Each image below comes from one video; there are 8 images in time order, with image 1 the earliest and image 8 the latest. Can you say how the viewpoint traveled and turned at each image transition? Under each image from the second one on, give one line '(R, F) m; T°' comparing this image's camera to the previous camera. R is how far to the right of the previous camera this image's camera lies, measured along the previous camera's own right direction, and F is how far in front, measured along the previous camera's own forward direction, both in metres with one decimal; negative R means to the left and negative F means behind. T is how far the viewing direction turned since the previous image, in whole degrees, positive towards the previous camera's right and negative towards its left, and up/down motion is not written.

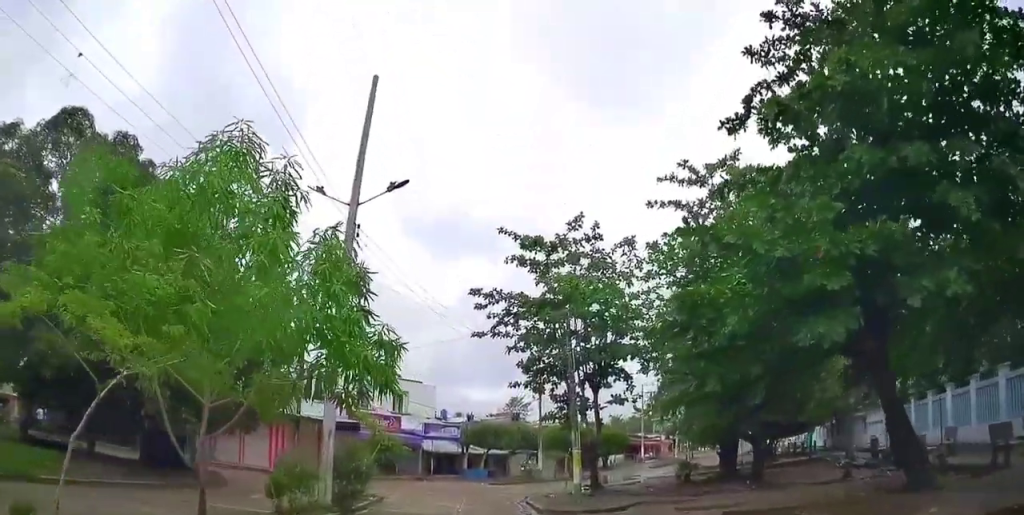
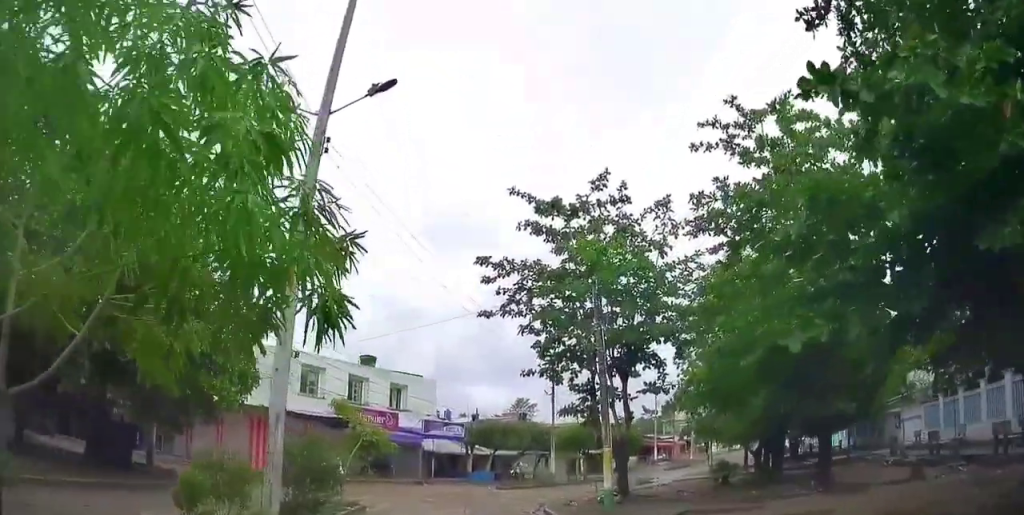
(-0.3, +3.1) m; -3°
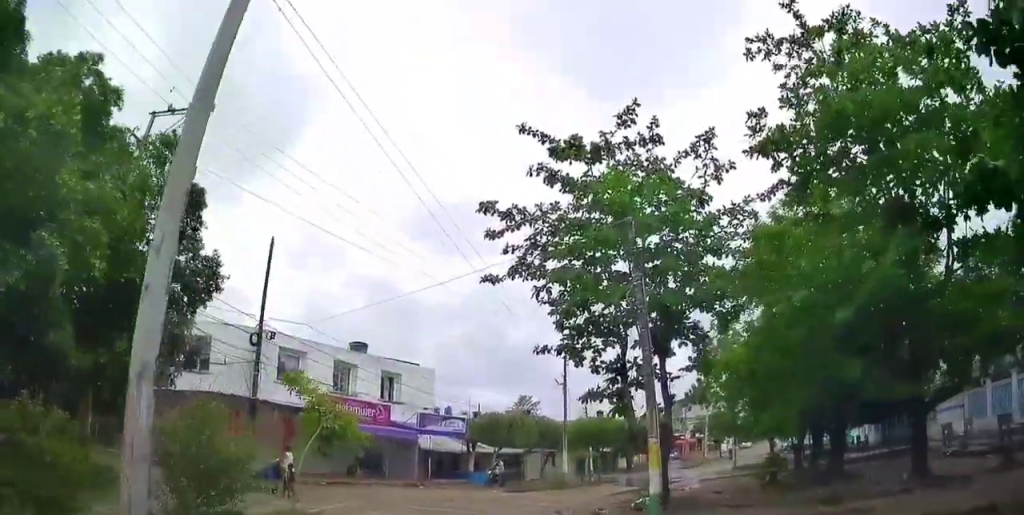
(-0.2, +3.4) m; +2°
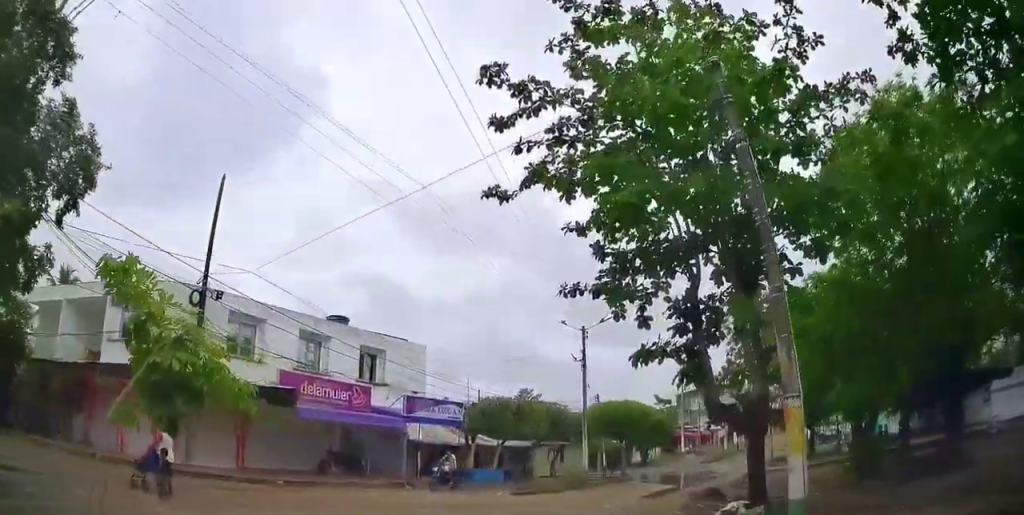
(+0.5, +6.0) m; +1°
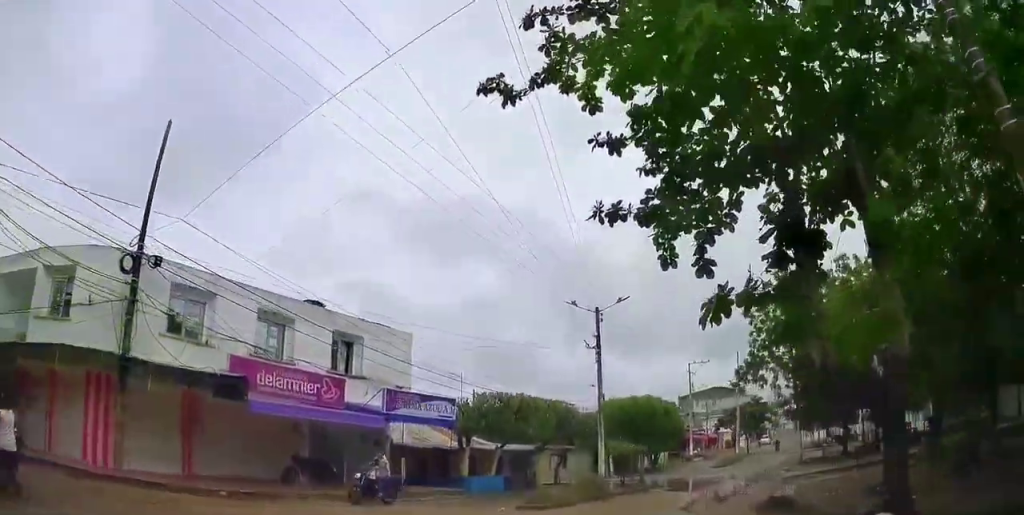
(-0.3, +4.6) m; -2°
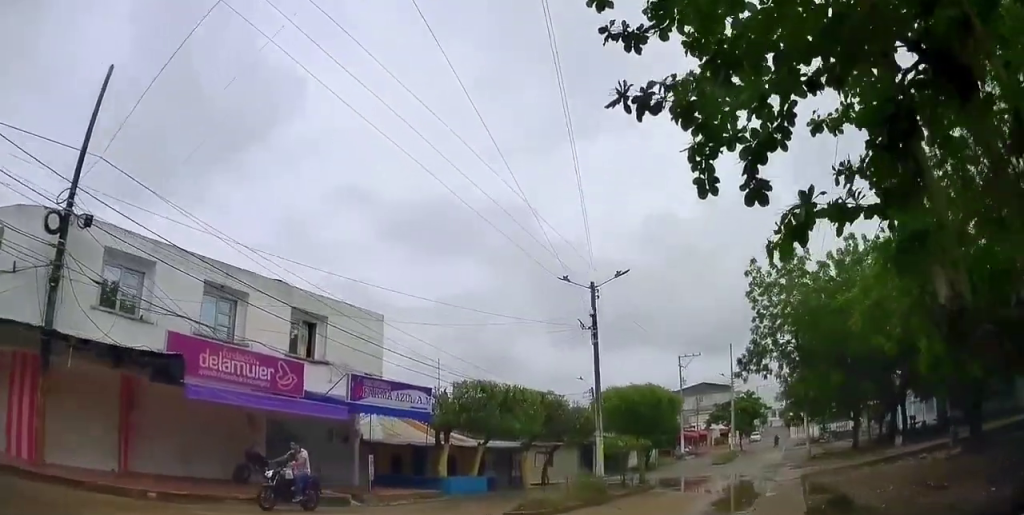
(0.0, +3.2) m; +4°
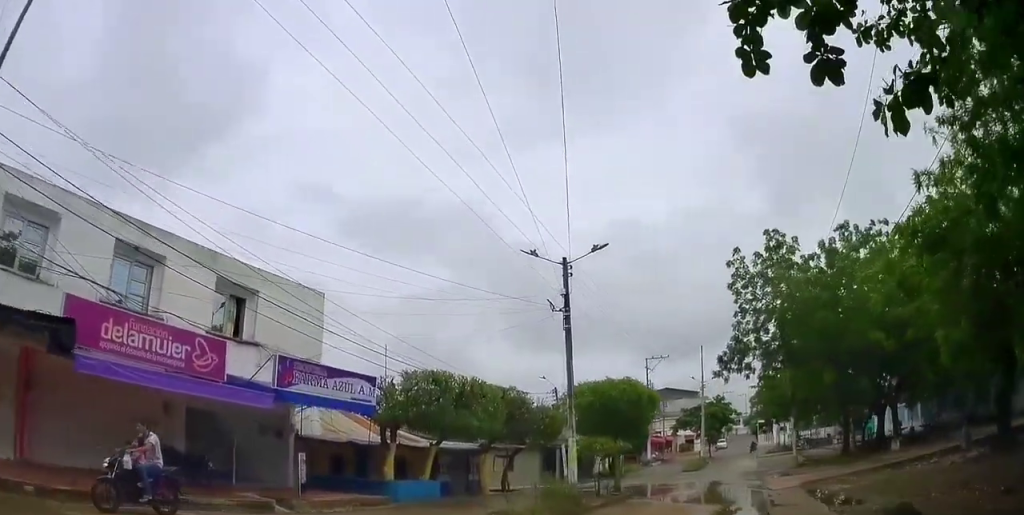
(-0.1, +3.4) m; +5°
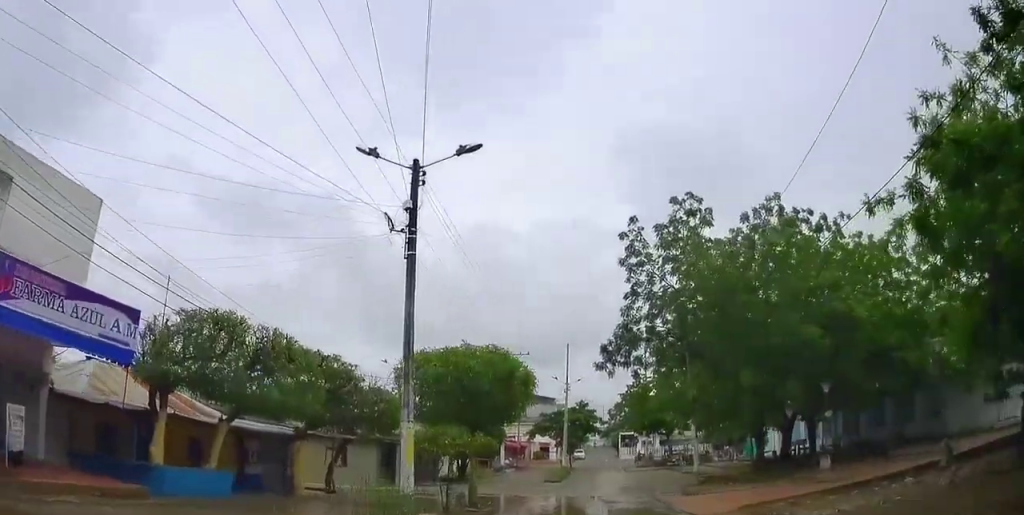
(+0.9, +6.1) m; +10°
